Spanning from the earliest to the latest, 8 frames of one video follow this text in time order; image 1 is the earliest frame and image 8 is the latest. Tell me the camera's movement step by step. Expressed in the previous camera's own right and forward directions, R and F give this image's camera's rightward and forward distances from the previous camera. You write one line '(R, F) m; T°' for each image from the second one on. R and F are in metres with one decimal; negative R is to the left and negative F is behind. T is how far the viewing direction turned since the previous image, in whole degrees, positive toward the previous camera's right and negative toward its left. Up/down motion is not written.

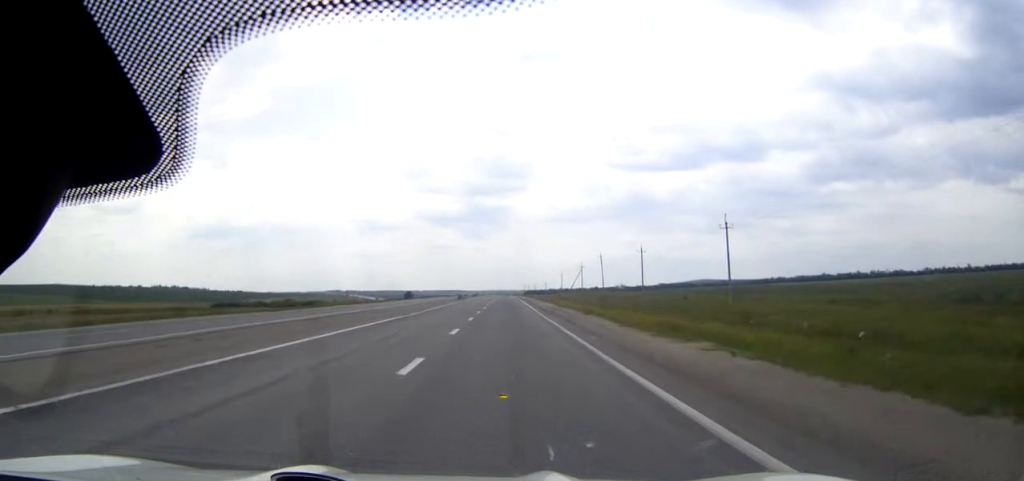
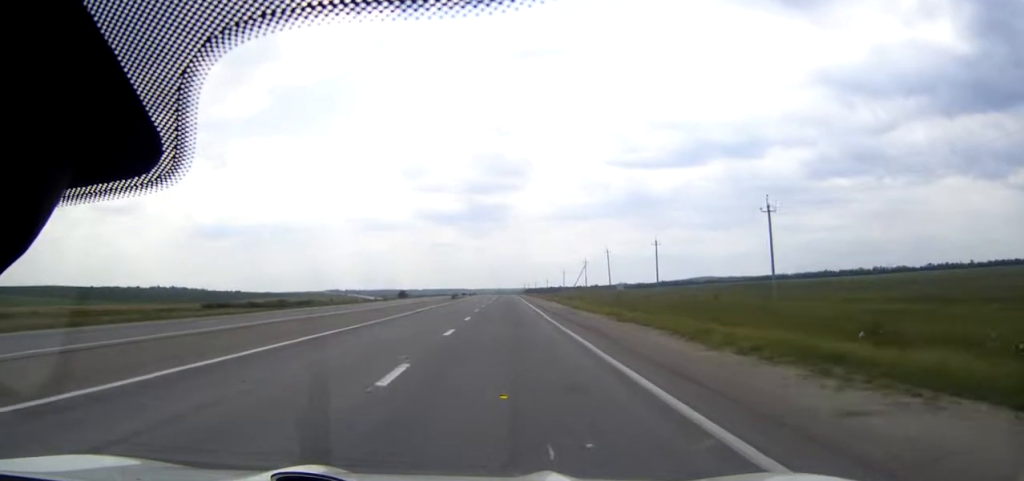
(0.0, +13.5) m; 0°
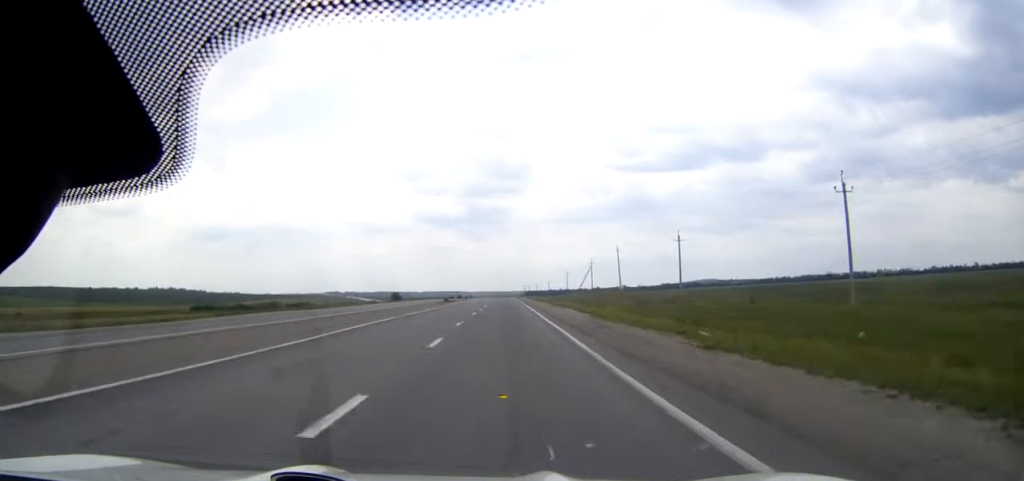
(0.0, +15.8) m; 0°
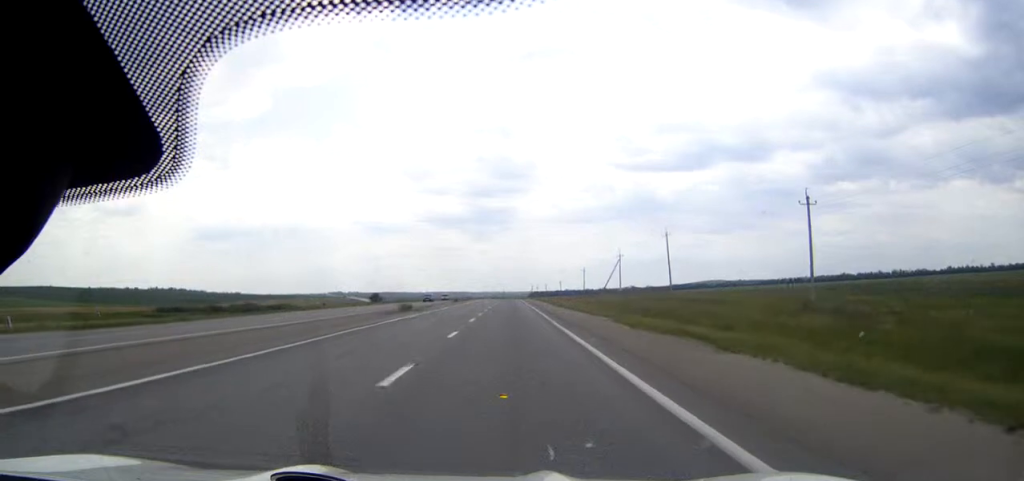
(-0.1, +43.7) m; 0°
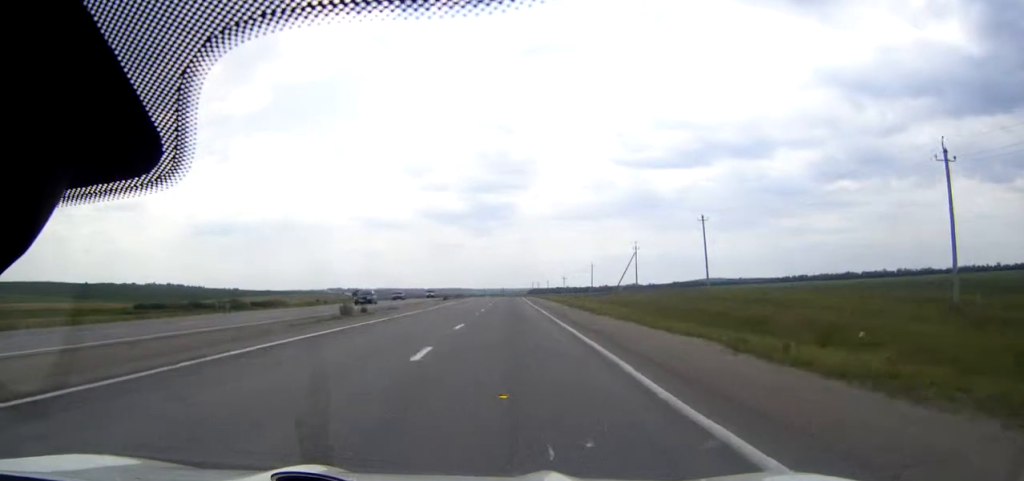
(0.0, +21.1) m; 0°
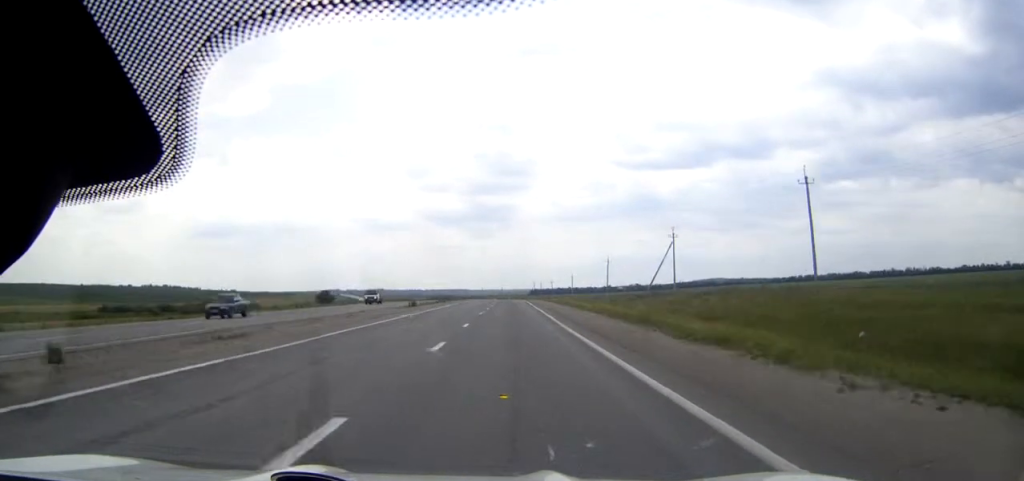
(0.0, +33.1) m; 0°
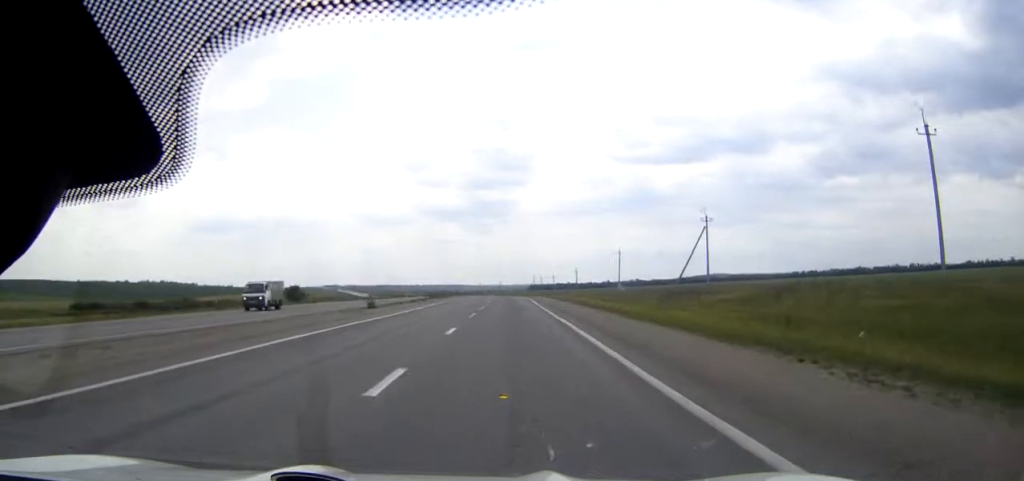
(0.0, +19.4) m; 0°
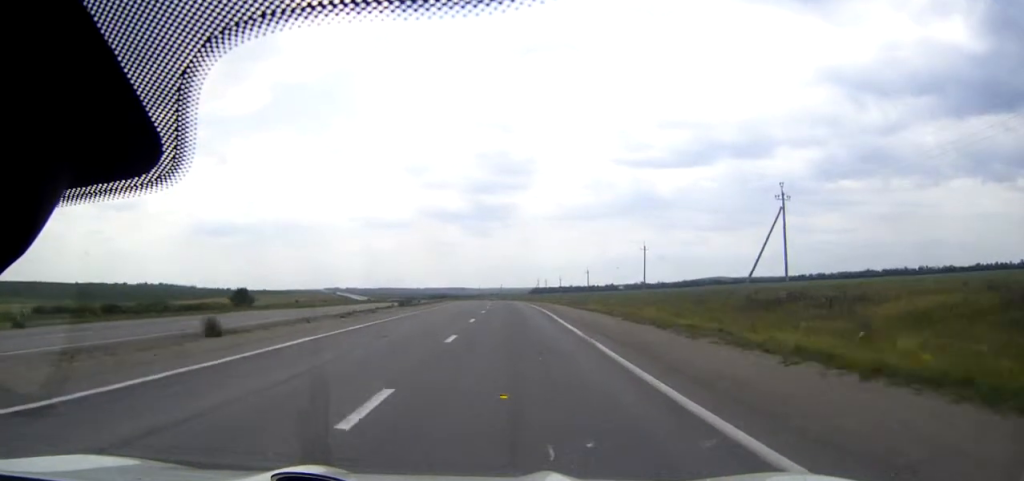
(+0.1, +26.0) m; 0°
